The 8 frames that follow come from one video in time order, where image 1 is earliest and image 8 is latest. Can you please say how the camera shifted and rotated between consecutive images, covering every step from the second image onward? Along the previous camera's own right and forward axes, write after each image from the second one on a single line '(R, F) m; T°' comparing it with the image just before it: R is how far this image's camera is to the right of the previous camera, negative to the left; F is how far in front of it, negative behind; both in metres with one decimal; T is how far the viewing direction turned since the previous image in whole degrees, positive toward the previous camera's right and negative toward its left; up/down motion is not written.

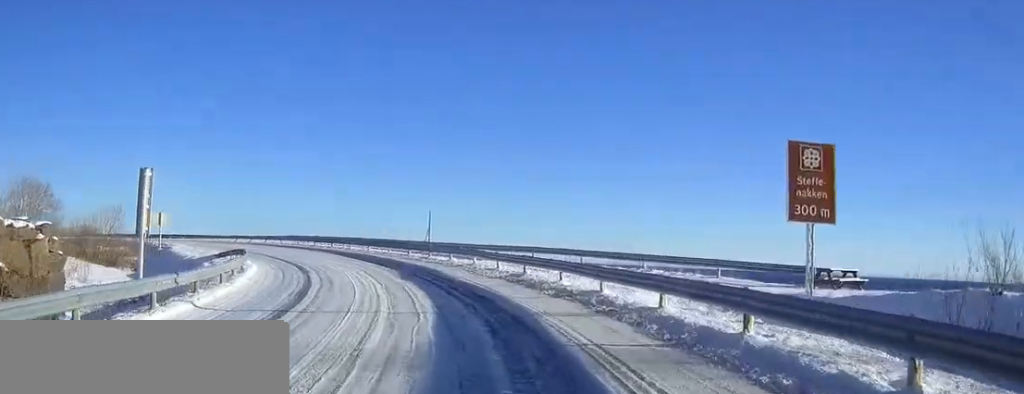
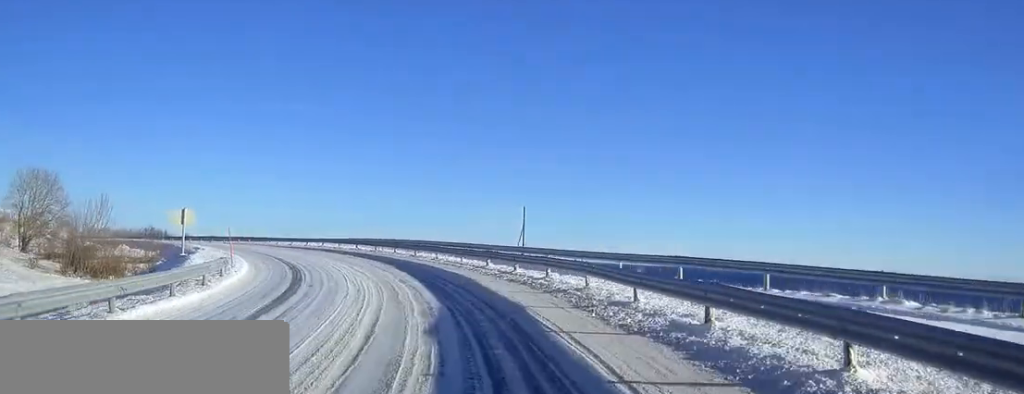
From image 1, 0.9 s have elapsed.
(-1.0, +14.4) m; -8°
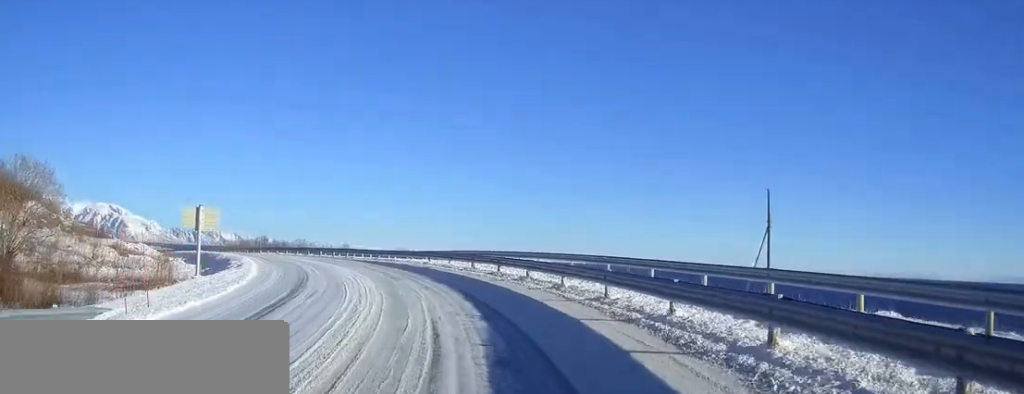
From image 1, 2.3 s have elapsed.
(-2.3, +20.4) m; -13°
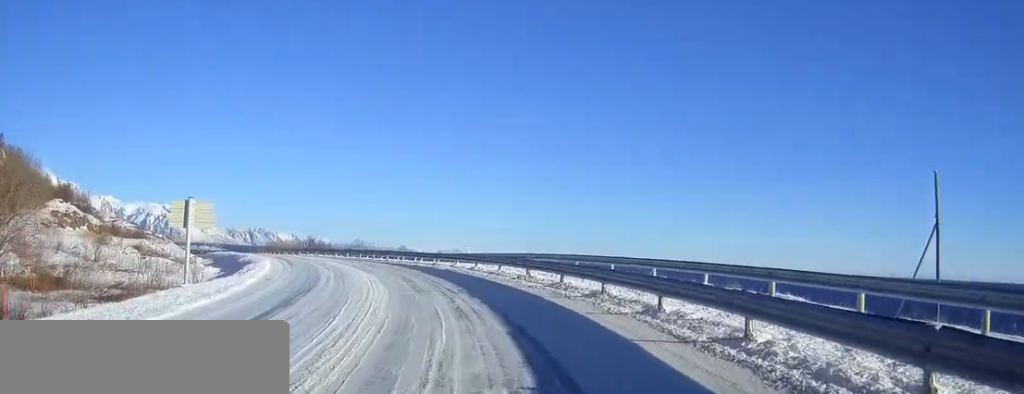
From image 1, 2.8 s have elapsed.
(-0.2, +7.0) m; -4°
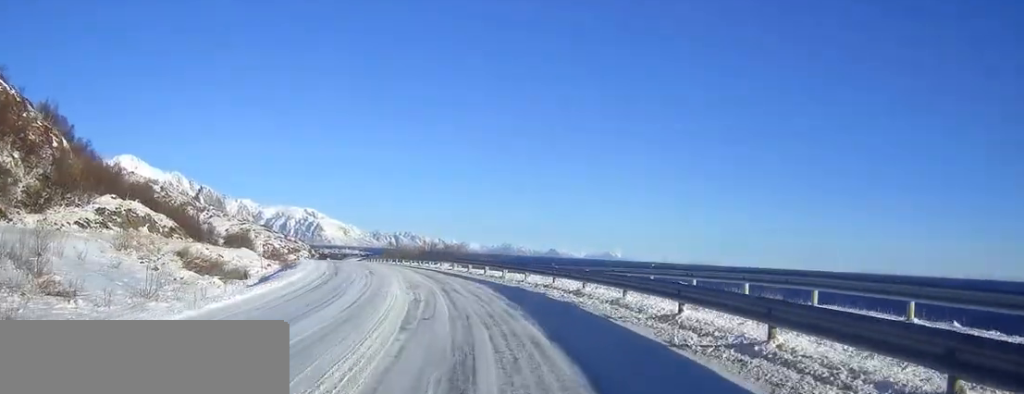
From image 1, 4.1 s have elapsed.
(-2.0, +19.4) m; -10°
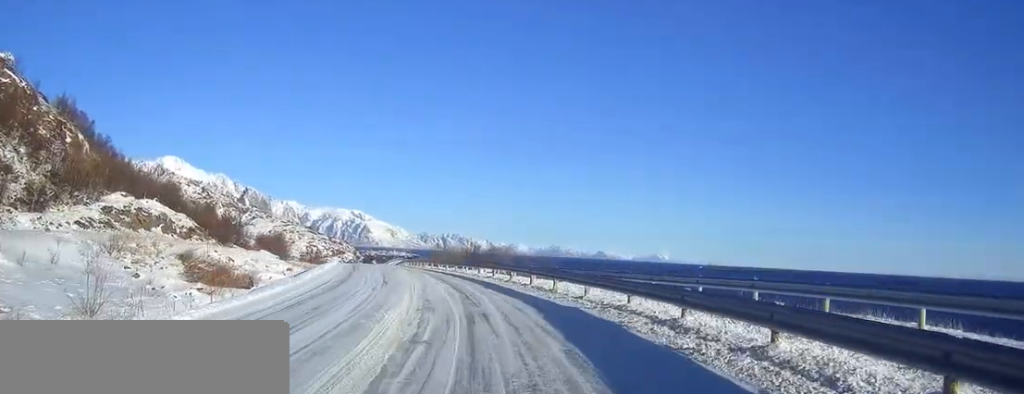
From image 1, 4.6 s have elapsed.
(-0.1, +7.6) m; -4°
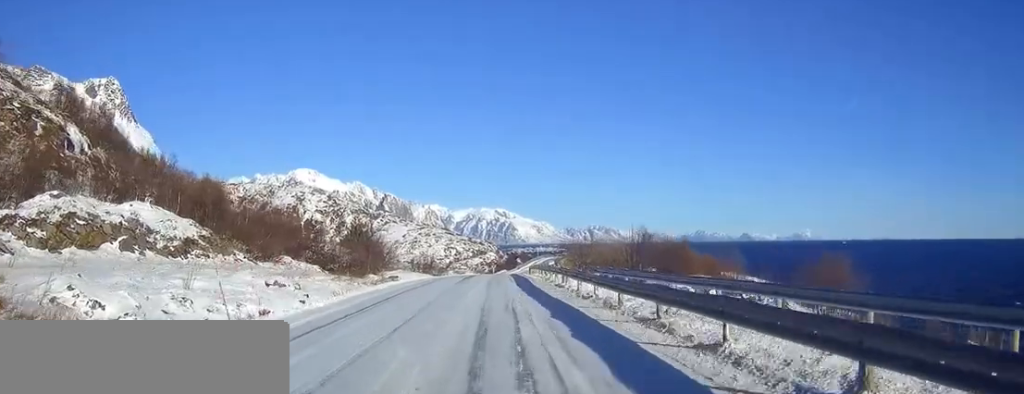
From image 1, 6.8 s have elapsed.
(-2.9, +34.2) m; -8°
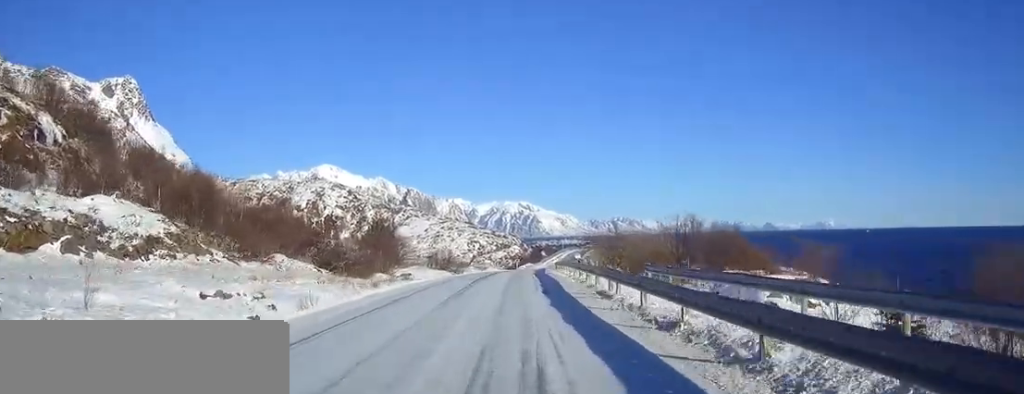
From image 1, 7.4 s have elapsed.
(-0.2, +10.2) m; -1°
